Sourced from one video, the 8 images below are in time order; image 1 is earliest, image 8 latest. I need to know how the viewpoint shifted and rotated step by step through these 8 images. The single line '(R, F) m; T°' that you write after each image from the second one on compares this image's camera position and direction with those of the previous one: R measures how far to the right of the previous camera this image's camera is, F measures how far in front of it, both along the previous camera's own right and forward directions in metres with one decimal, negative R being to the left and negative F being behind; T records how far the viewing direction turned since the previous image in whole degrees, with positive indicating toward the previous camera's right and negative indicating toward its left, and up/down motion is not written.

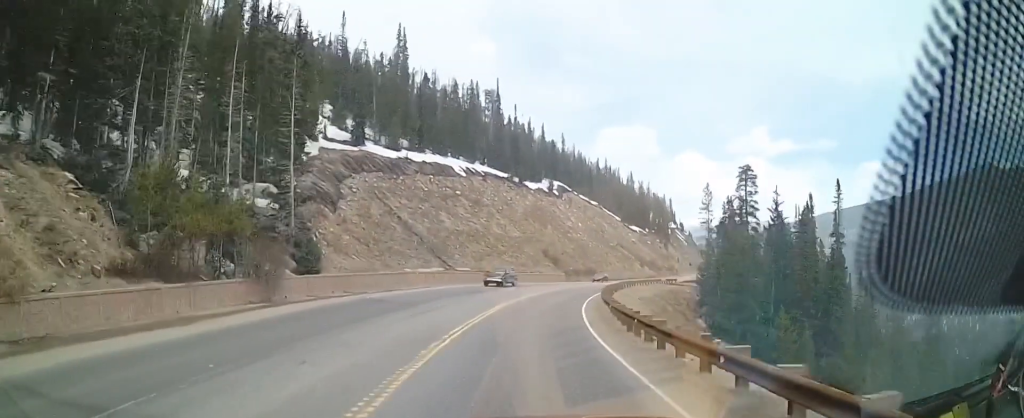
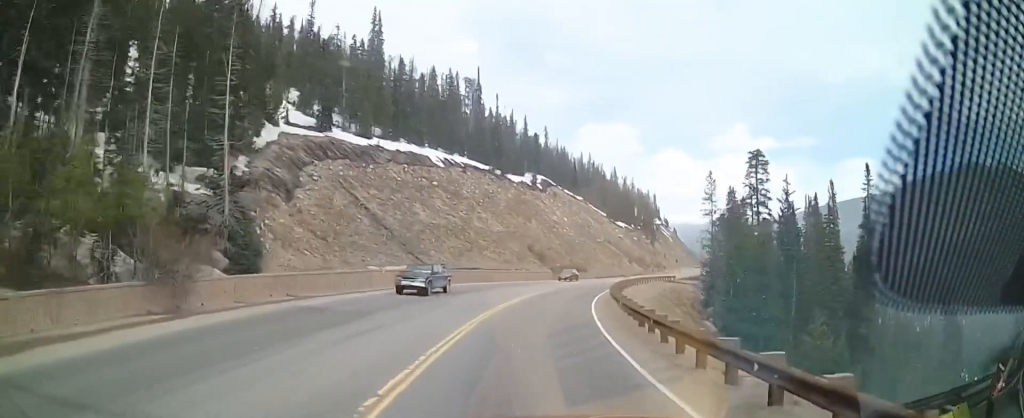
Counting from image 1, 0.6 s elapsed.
(+0.1, +8.5) m; +2°
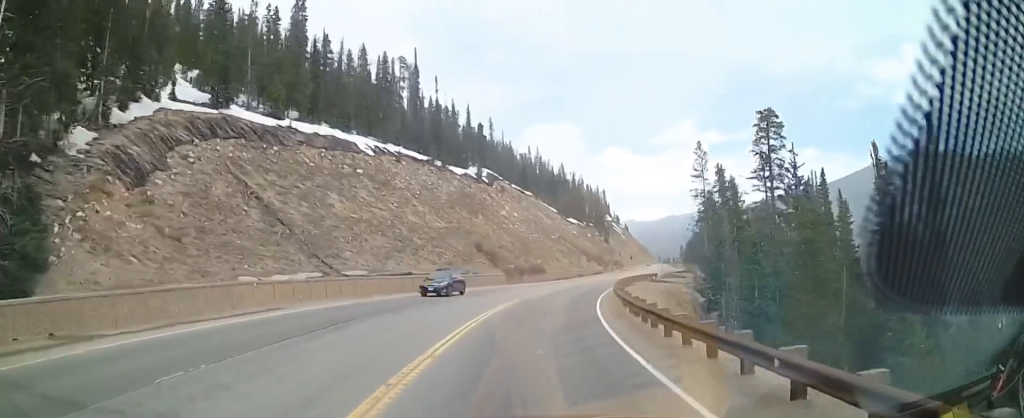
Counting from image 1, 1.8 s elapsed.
(+0.7, +16.1) m; +7°
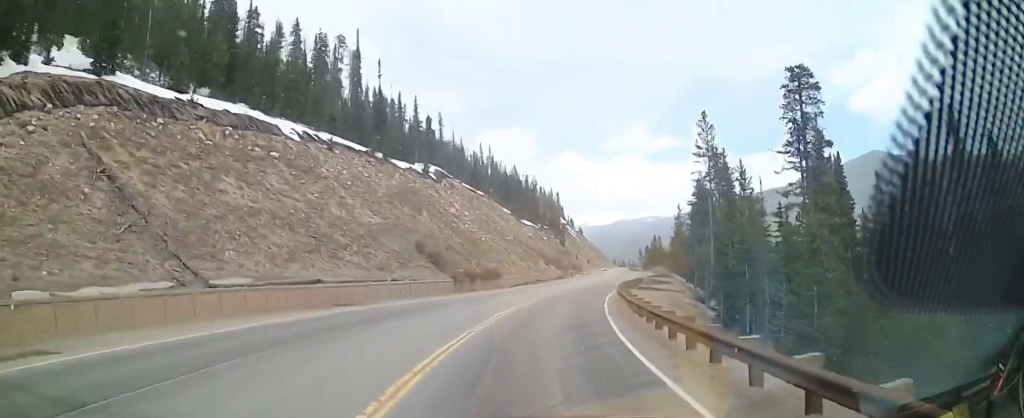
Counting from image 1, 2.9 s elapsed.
(+0.9, +14.2) m; +8°
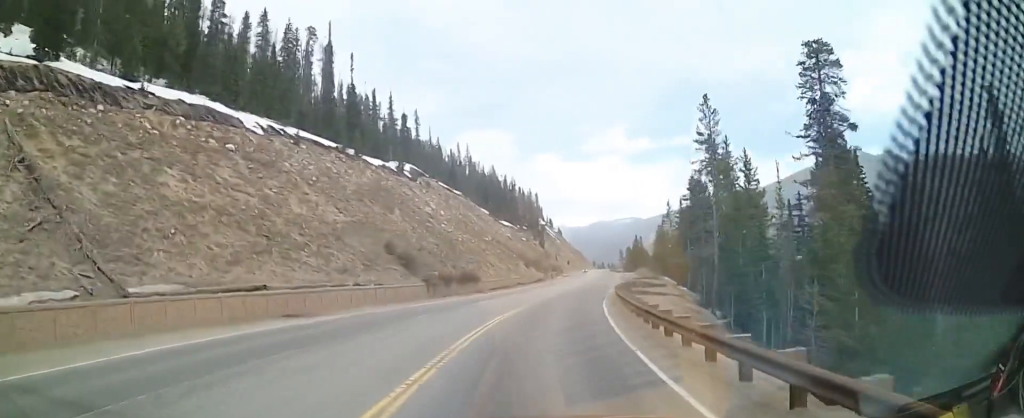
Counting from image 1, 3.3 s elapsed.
(0.0, +5.6) m; +3°
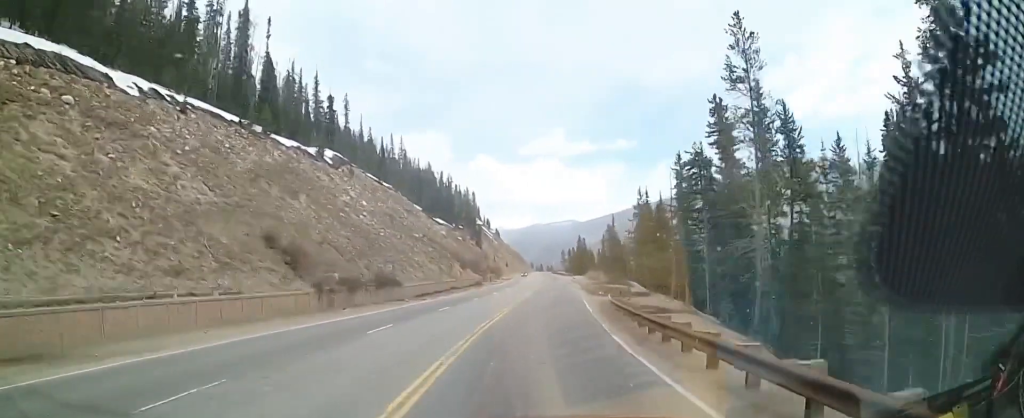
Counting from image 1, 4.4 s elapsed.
(+1.5, +16.2) m; +8°
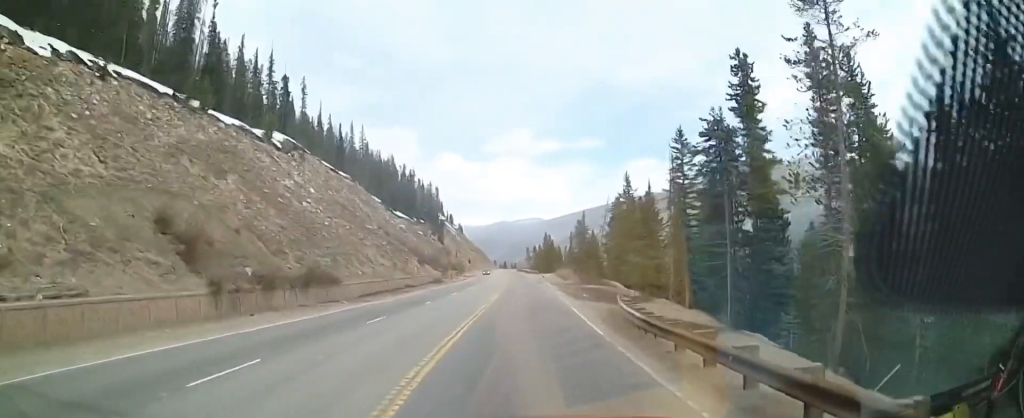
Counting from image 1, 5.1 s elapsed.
(+0.6, +9.8) m; +2°
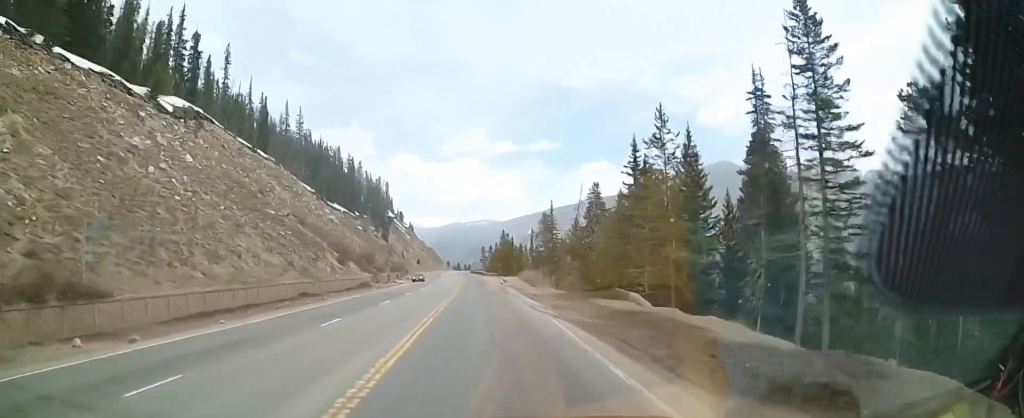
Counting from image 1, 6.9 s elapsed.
(+0.5, +24.5) m; +1°
